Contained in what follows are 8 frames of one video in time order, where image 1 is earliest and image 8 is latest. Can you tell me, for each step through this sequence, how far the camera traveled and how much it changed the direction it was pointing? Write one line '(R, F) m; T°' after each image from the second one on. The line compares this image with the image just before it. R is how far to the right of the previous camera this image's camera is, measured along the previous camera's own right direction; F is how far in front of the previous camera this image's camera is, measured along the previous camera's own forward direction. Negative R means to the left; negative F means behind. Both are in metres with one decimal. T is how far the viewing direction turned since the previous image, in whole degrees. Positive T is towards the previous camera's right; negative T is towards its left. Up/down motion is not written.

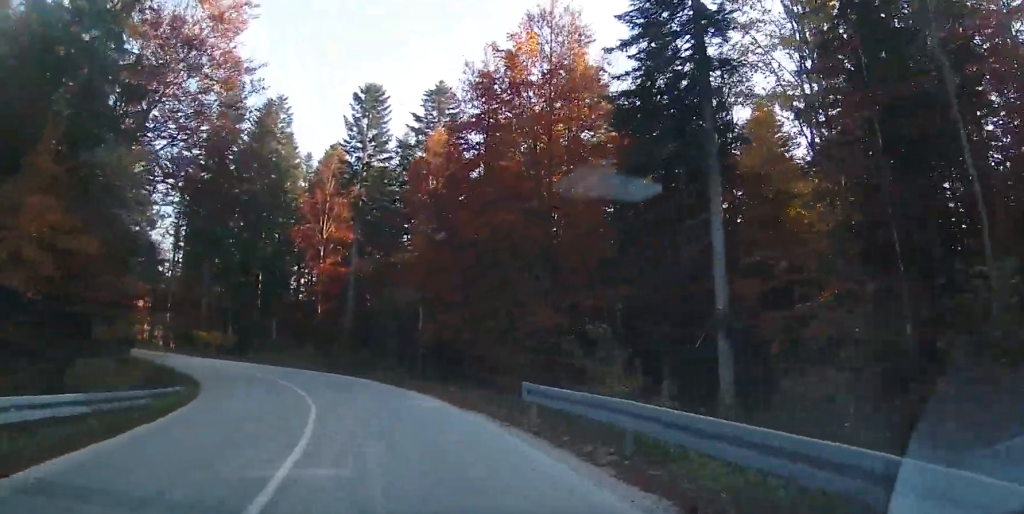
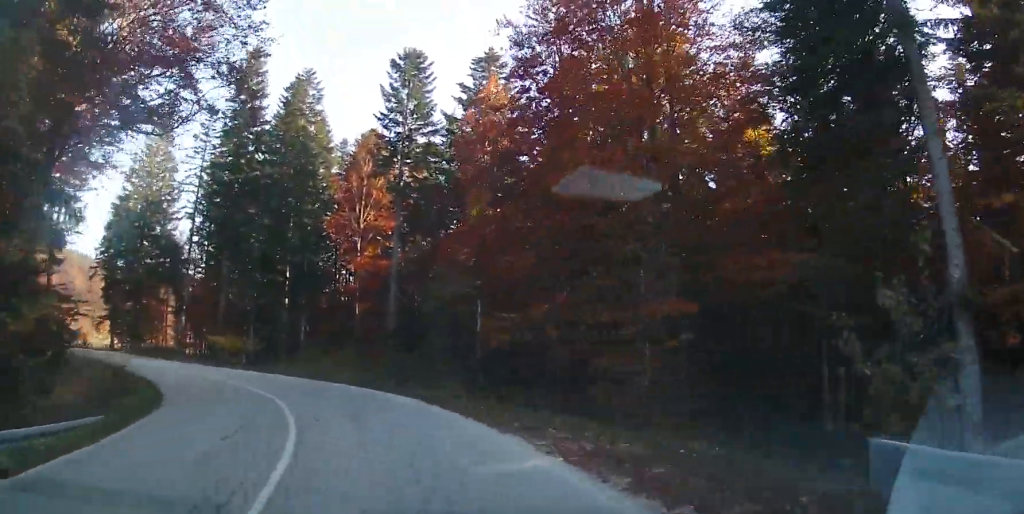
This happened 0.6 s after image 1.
(-0.1, +9.0) m; -3°
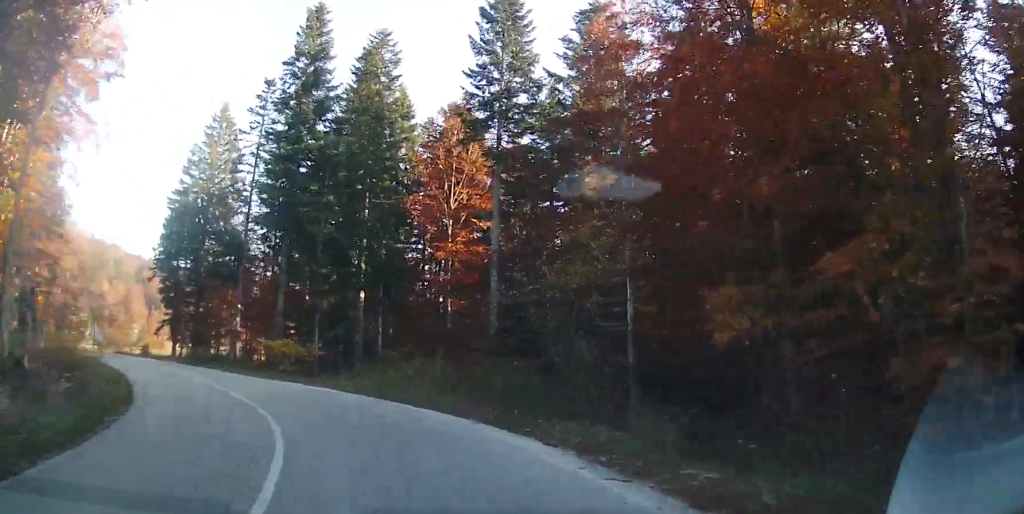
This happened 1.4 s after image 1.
(-0.4, +9.9) m; -8°
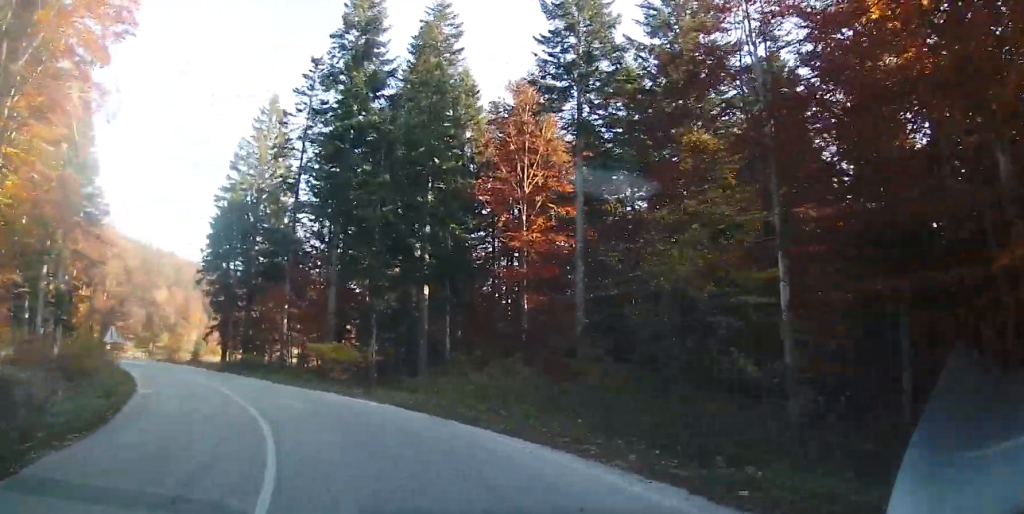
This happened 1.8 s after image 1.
(0.0, +5.4) m; -5°
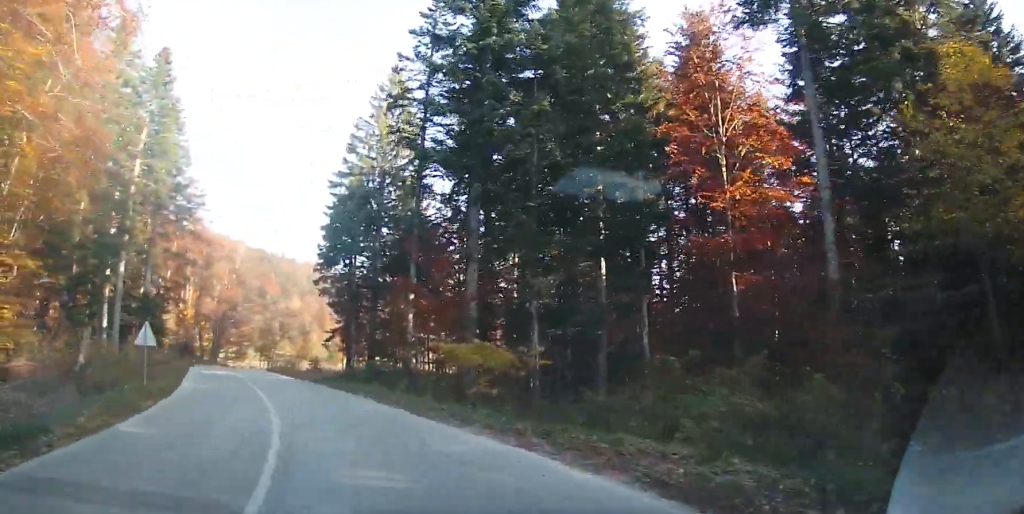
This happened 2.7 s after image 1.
(-1.2, +10.1) m; -11°
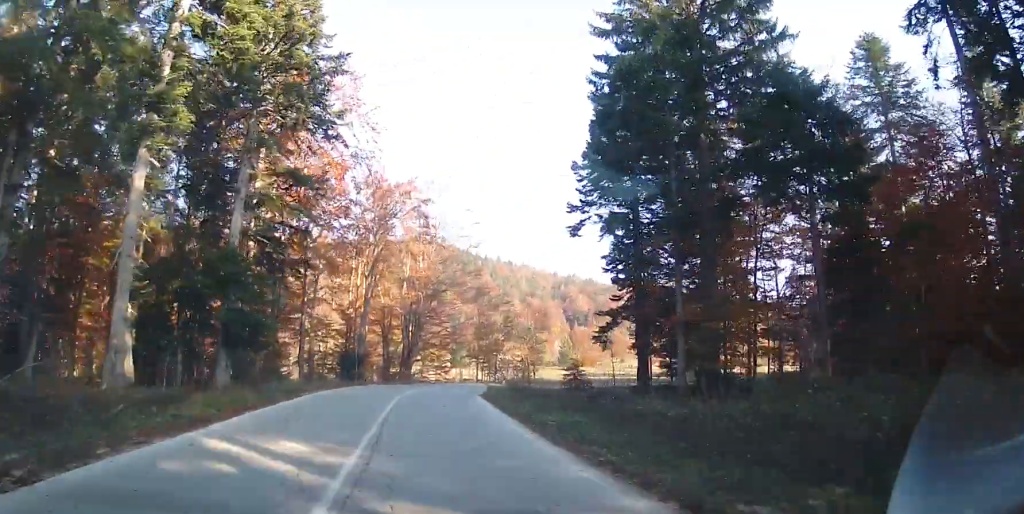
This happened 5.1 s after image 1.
(-4.8, +30.0) m; -21°
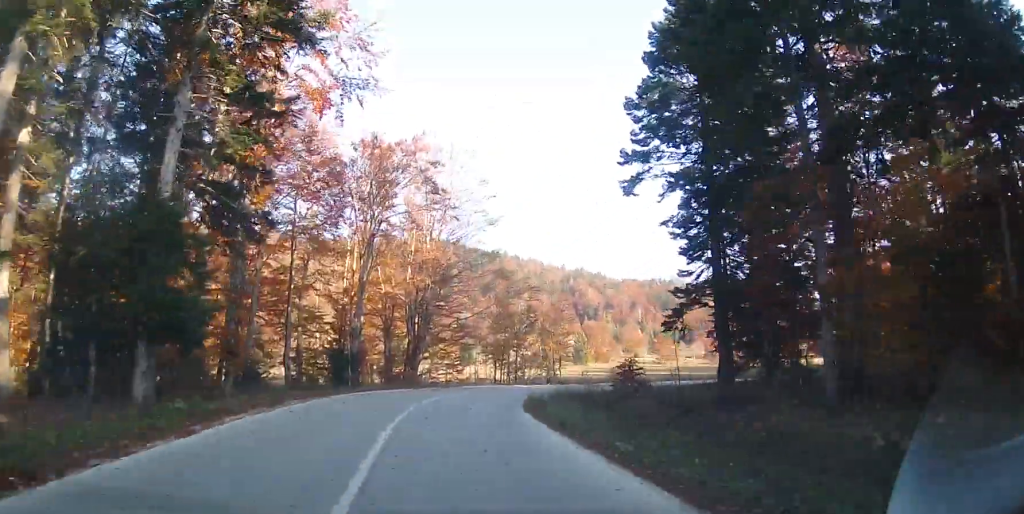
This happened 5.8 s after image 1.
(-0.8, +8.8) m; -7°
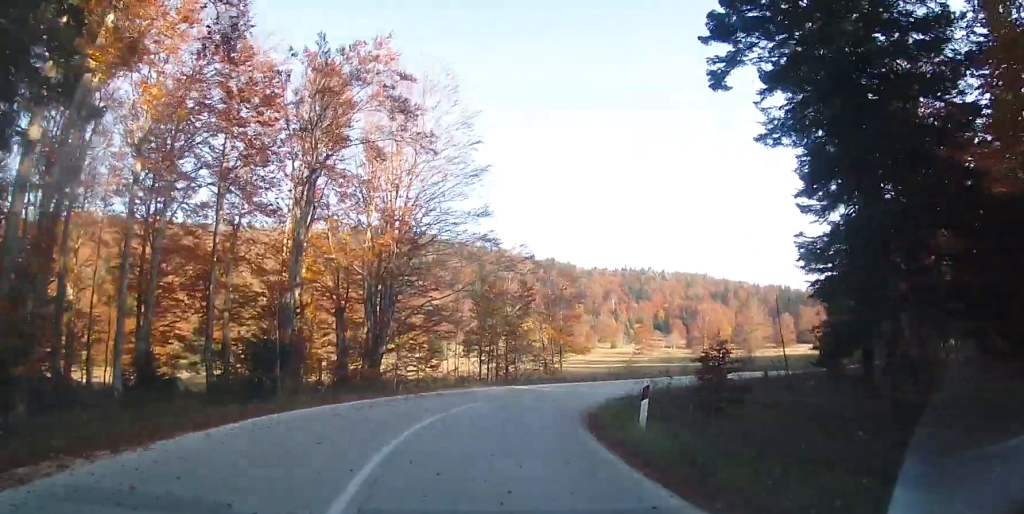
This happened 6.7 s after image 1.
(-0.5, +12.0) m; +1°
